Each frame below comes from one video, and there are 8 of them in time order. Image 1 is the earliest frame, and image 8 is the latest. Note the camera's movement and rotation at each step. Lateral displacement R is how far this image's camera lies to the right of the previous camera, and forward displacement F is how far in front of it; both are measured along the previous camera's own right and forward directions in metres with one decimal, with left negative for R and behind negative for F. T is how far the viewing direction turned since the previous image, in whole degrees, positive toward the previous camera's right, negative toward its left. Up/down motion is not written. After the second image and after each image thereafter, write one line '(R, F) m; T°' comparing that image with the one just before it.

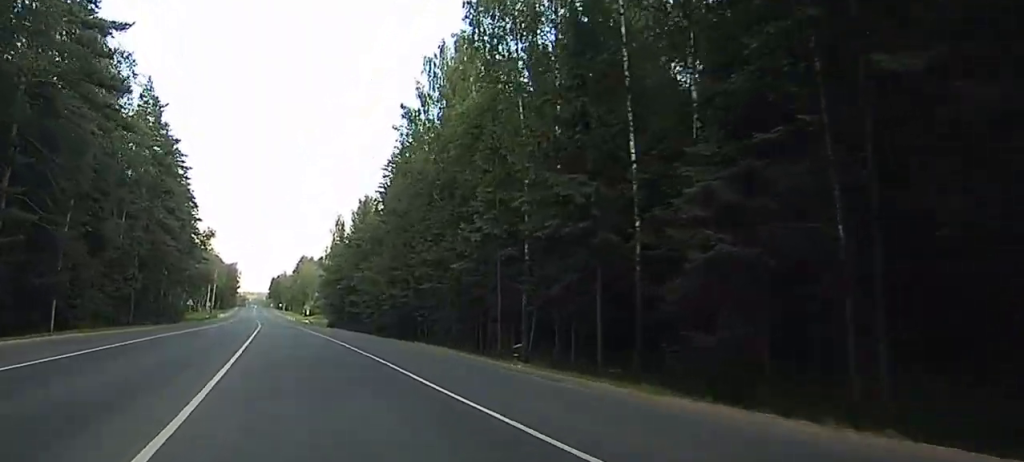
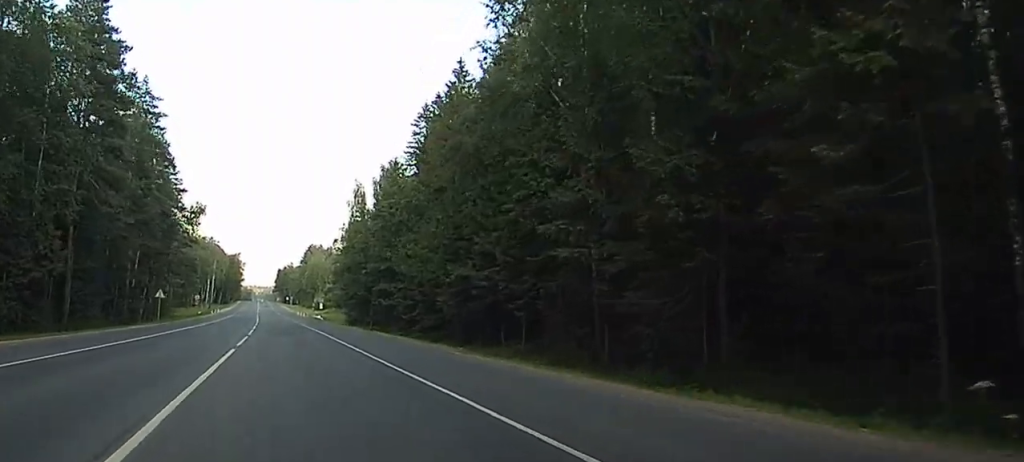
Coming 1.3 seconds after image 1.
(-0.3, +31.0) m; -2°
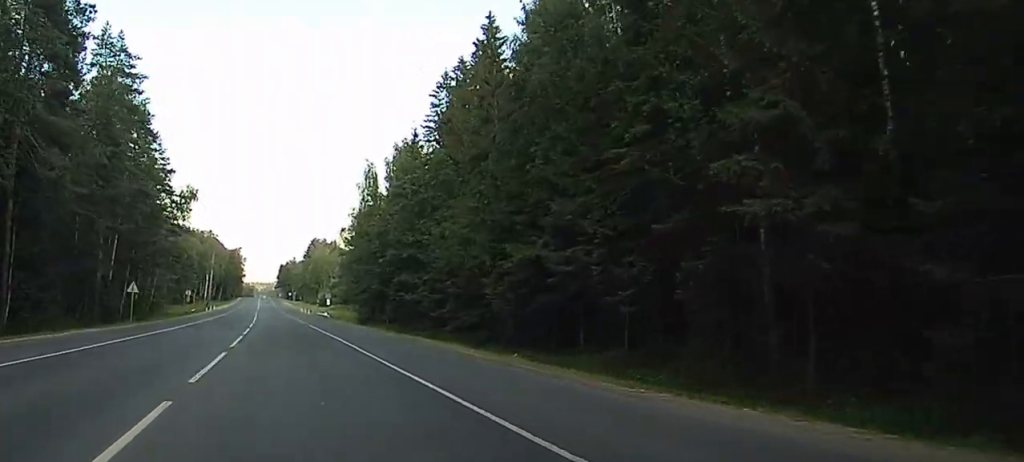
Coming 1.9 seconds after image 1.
(-0.1, +14.8) m; -1°
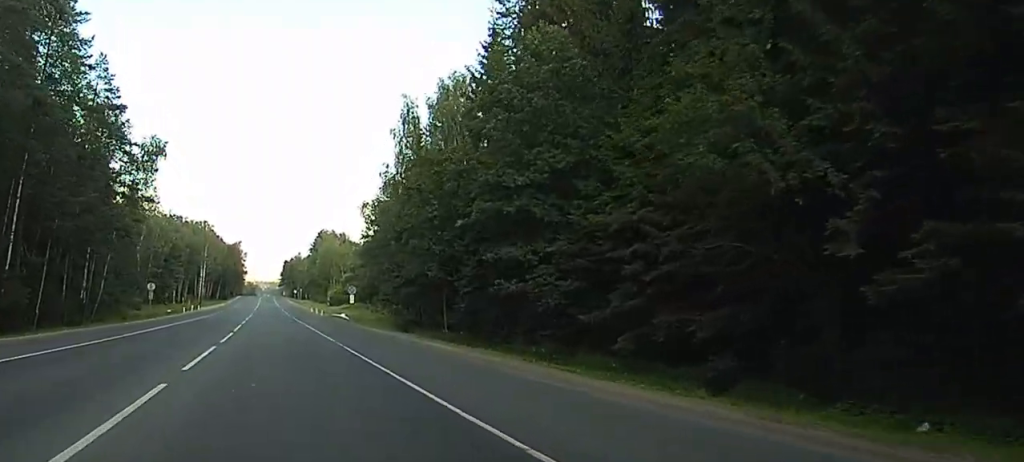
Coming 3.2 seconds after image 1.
(-0.3, +34.0) m; -1°
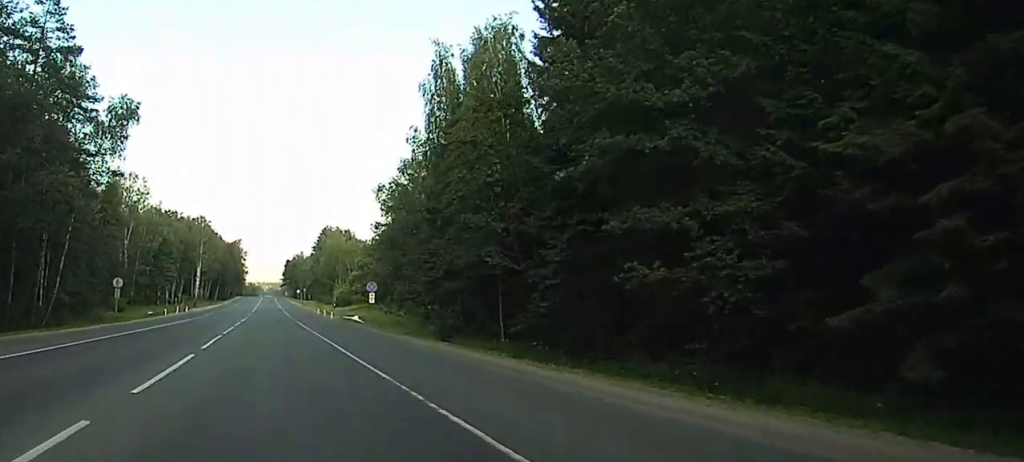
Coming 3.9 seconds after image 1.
(0.0, +16.8) m; 0°
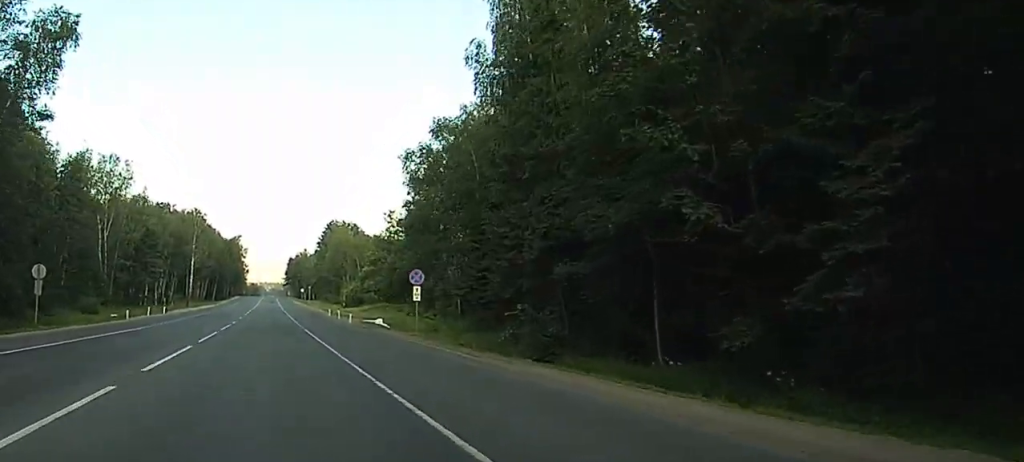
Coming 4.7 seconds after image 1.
(0.0, +21.1) m; -1°
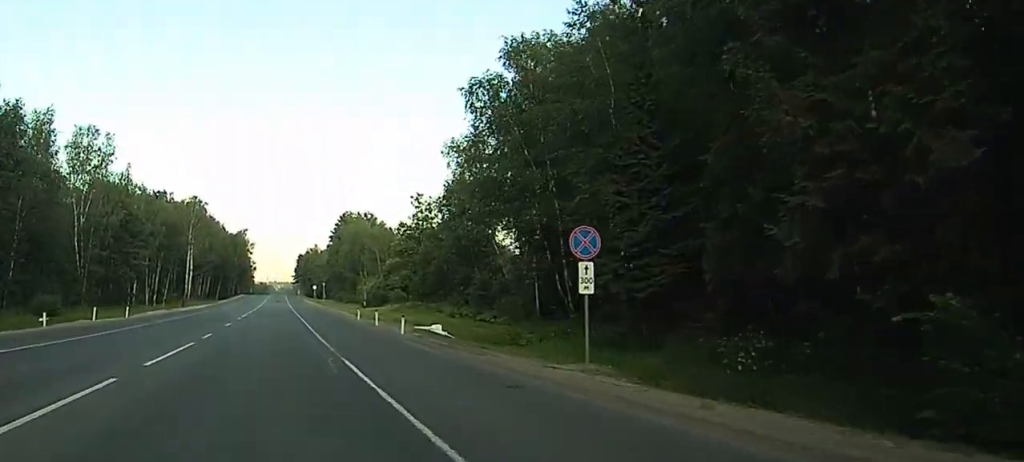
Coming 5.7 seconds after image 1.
(-0.2, +23.9) m; -1°
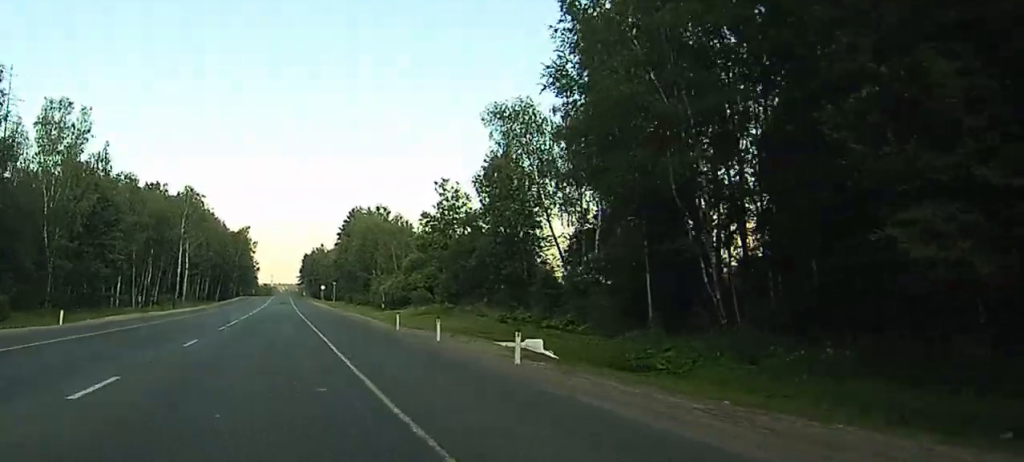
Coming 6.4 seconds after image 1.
(-0.2, +19.1) m; -1°
